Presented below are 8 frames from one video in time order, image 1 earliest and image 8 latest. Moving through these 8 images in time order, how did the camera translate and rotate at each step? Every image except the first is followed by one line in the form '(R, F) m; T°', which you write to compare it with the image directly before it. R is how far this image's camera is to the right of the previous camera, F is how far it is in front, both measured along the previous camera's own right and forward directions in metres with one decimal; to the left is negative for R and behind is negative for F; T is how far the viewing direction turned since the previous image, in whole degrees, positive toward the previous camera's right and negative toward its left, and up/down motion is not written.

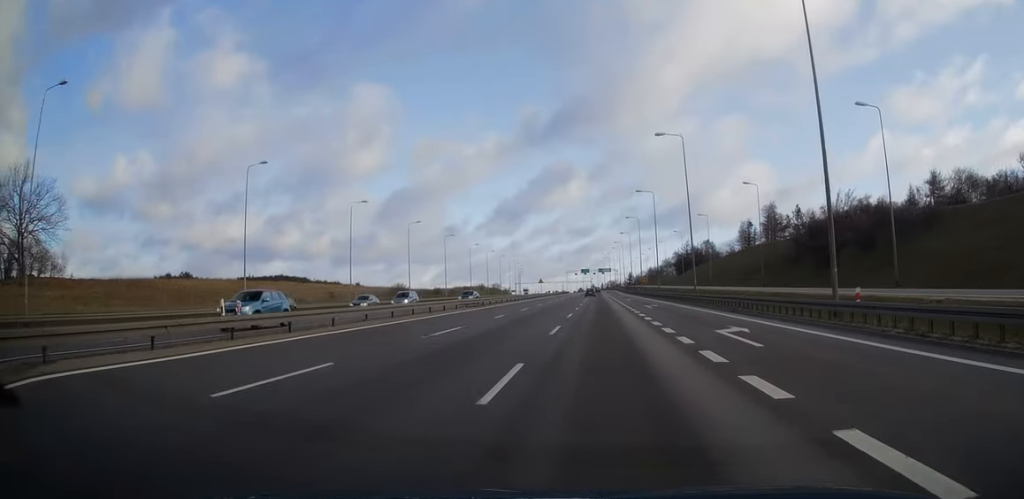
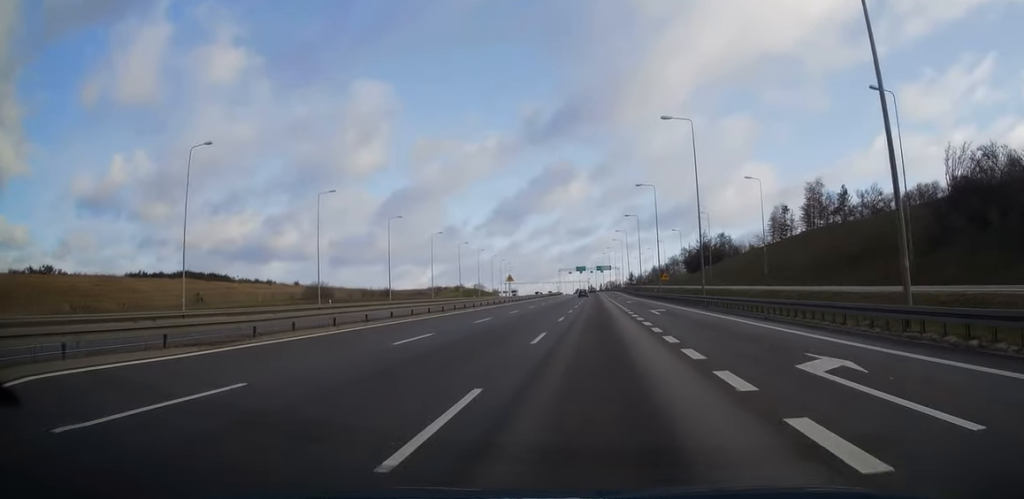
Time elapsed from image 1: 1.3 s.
(+0.2, +39.0) m; 0°
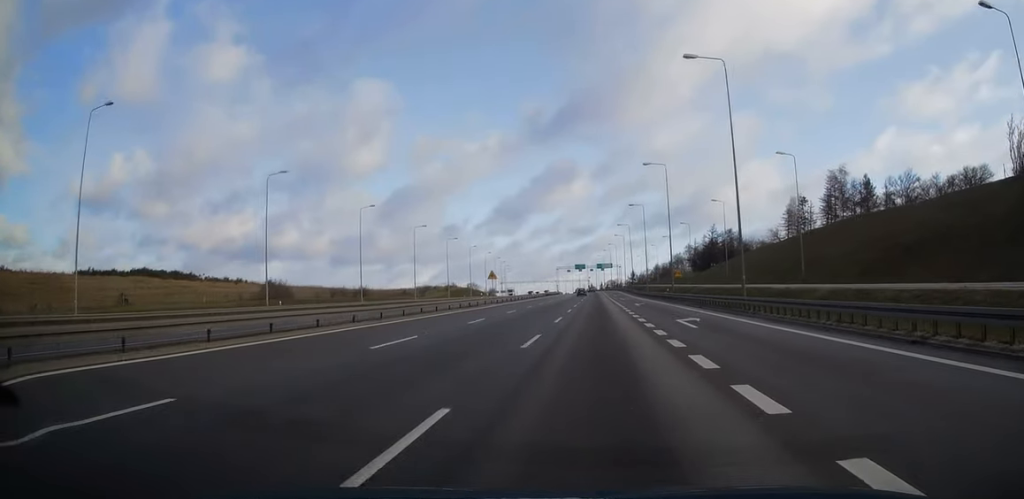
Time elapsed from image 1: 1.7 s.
(0.0, +13.7) m; 0°
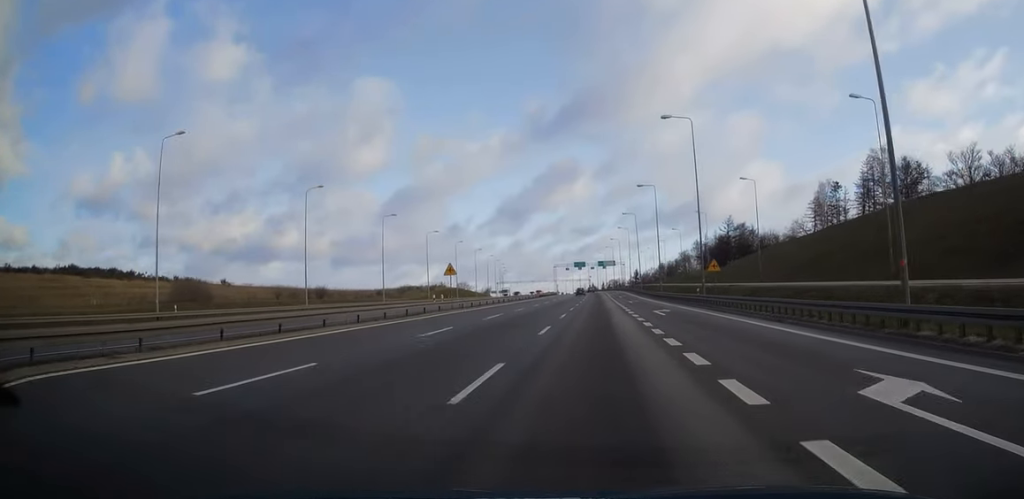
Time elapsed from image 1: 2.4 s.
(0.0, +19.3) m; 0°
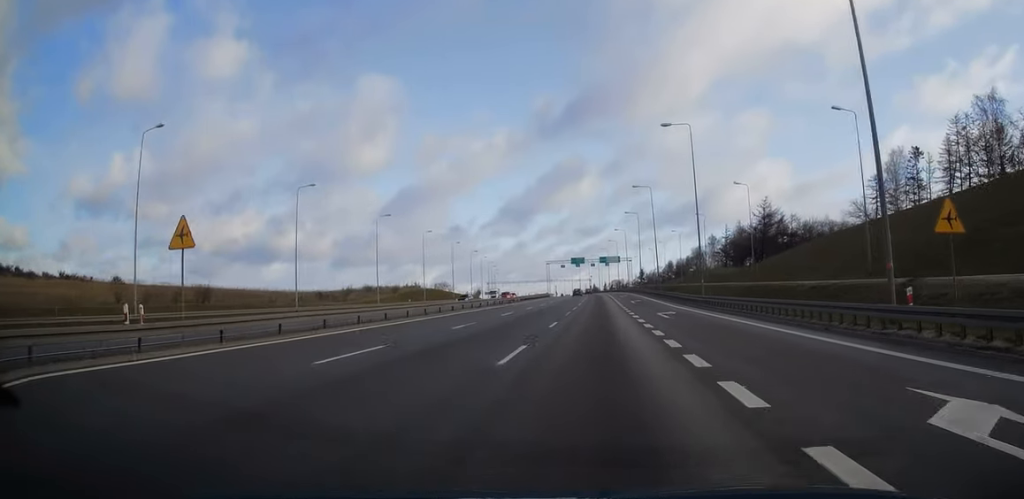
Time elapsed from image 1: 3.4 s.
(0.0, +31.9) m; 0°
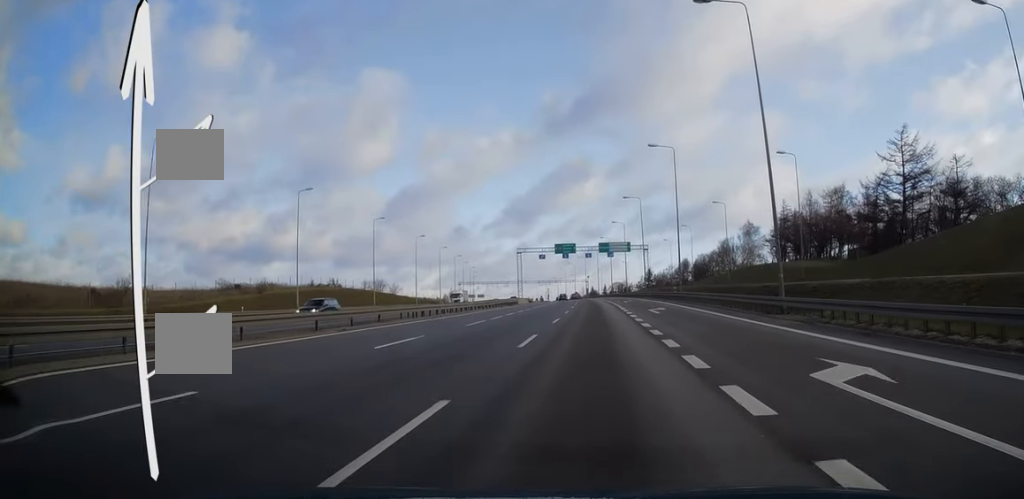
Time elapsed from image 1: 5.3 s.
(-0.2, +56.4) m; 0°
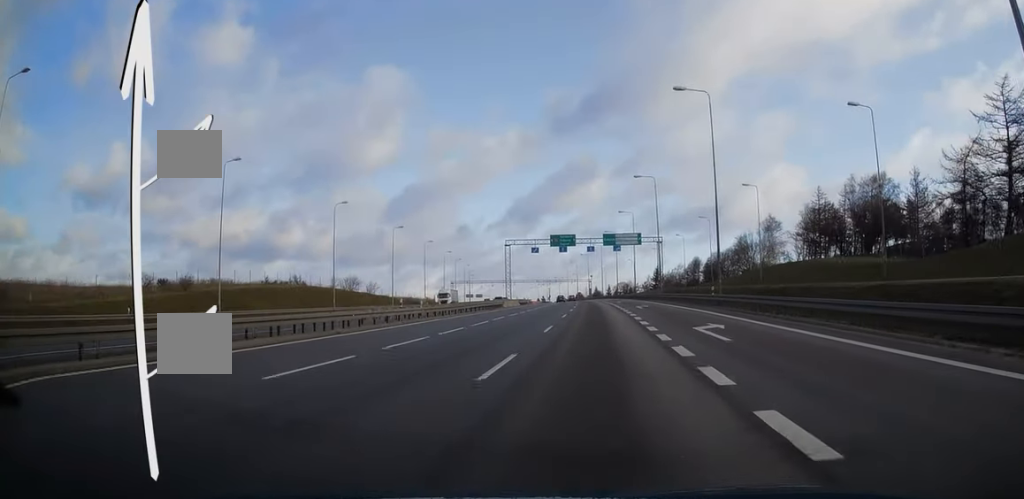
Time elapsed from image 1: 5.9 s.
(0.0, +17.7) m; 0°
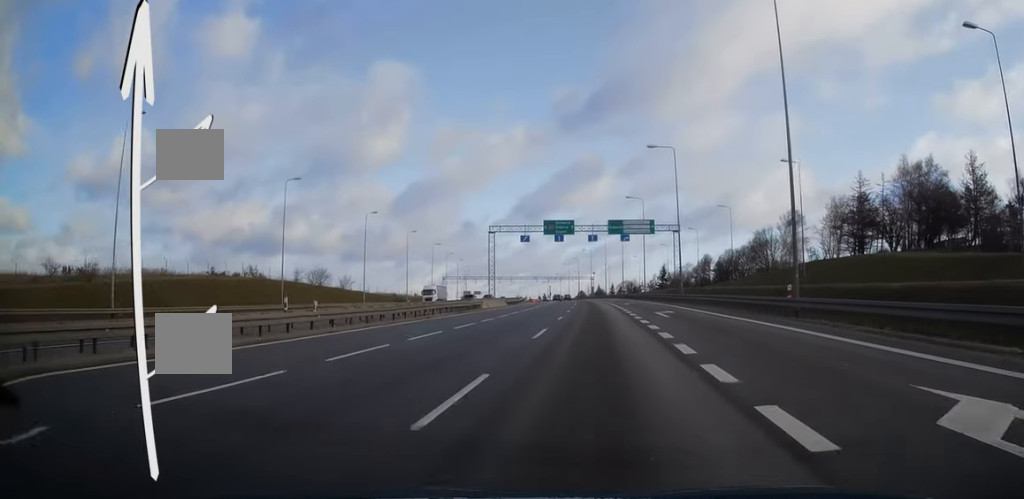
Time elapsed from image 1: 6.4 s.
(0.0, +15.7) m; 0°
